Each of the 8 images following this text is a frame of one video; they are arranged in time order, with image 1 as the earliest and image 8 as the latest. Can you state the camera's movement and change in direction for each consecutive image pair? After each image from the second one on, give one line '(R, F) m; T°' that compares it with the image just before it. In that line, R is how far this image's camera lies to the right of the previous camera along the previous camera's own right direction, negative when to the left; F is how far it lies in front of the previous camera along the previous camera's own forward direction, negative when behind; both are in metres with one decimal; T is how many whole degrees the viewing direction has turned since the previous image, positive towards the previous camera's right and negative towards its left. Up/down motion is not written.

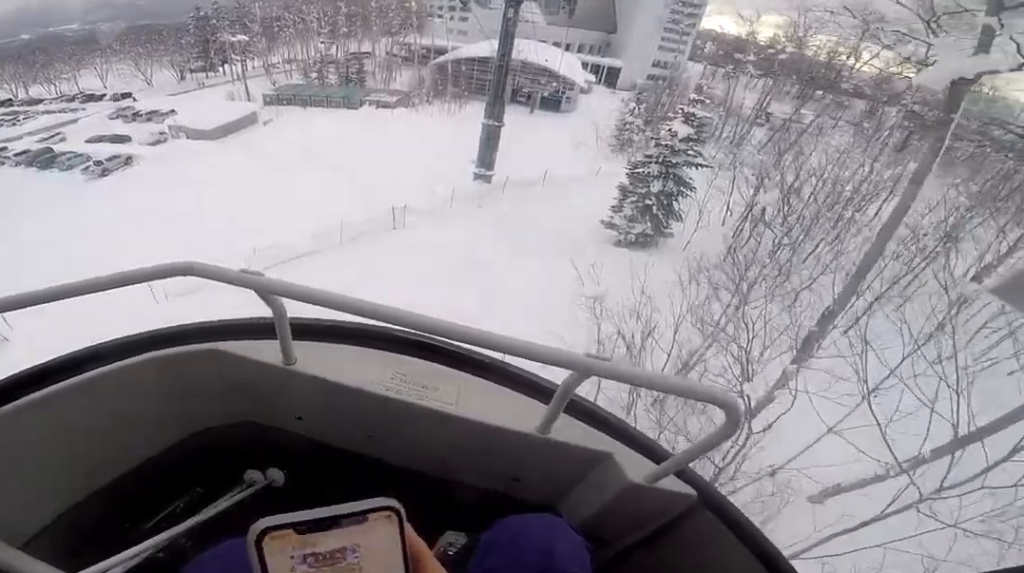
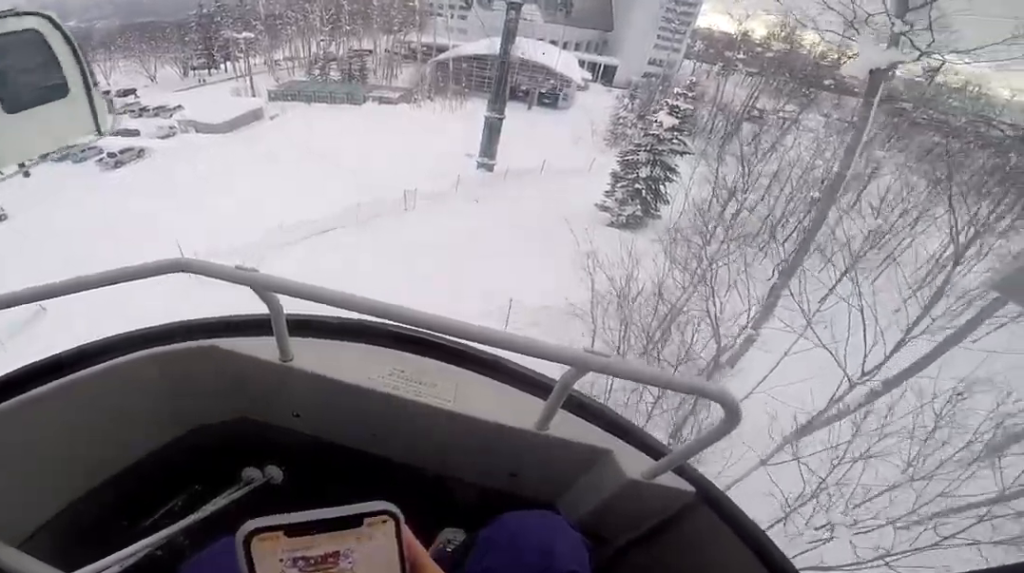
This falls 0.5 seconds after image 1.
(0.0, +2.0) m; 0°
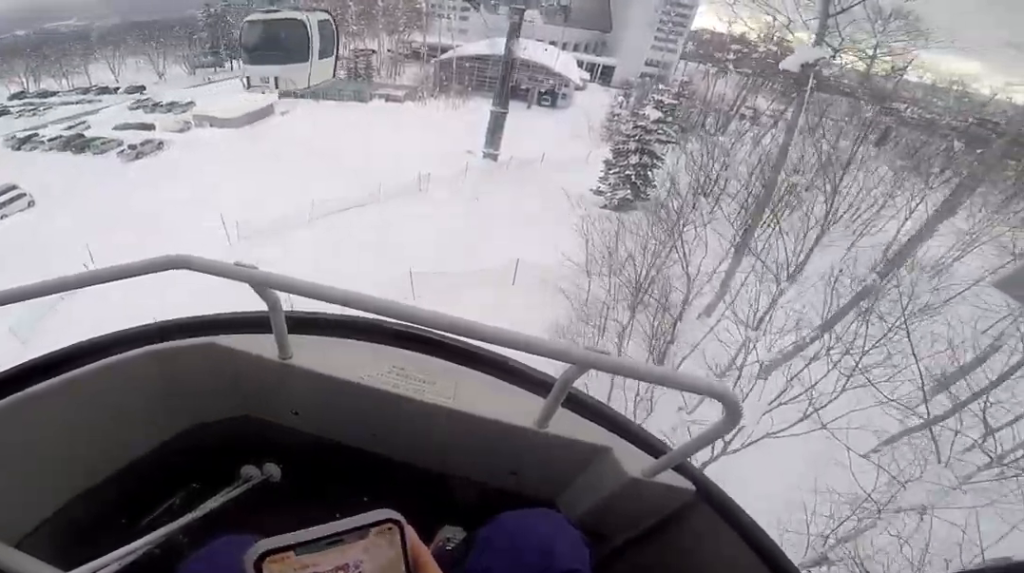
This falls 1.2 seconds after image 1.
(0.0, +2.8) m; 0°
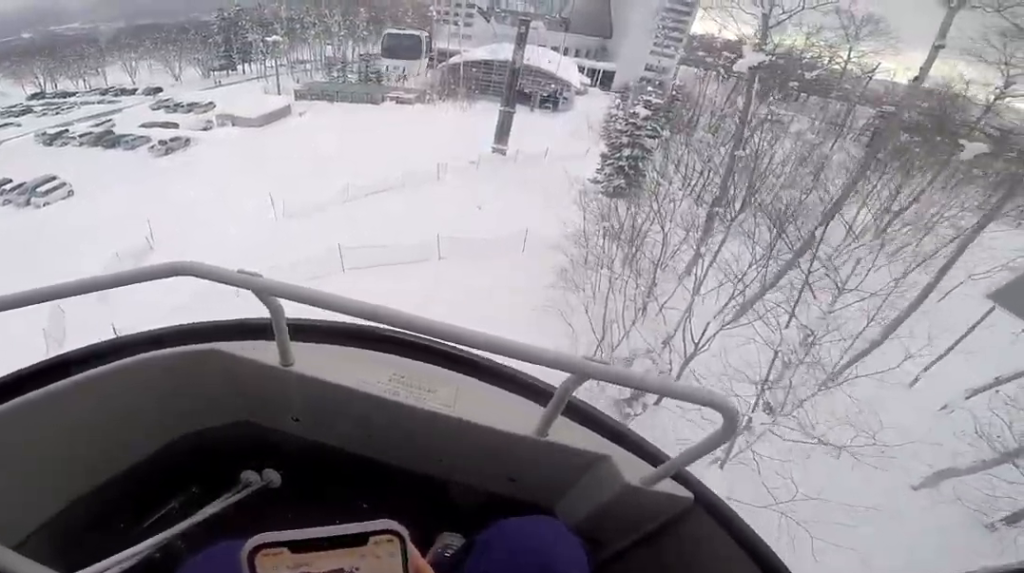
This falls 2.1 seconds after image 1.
(0.0, +3.6) m; 0°
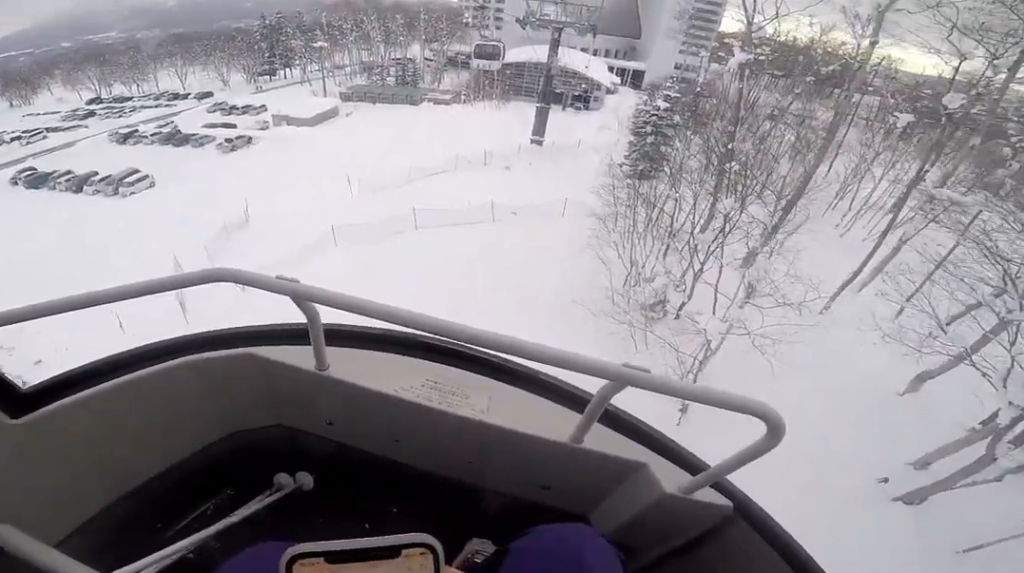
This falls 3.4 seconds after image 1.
(0.0, +4.8) m; 0°
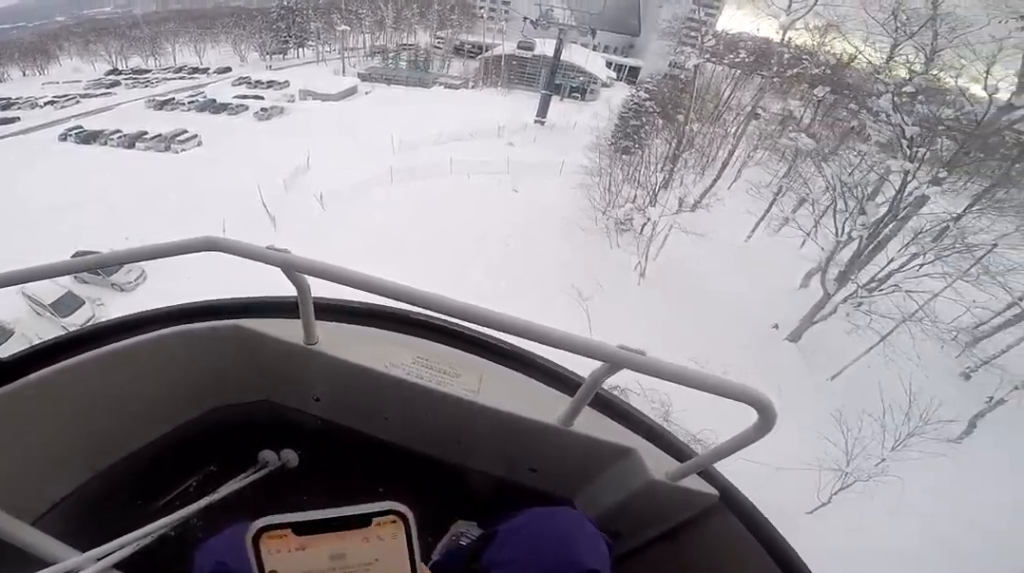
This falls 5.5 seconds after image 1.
(0.0, +8.5) m; +1°
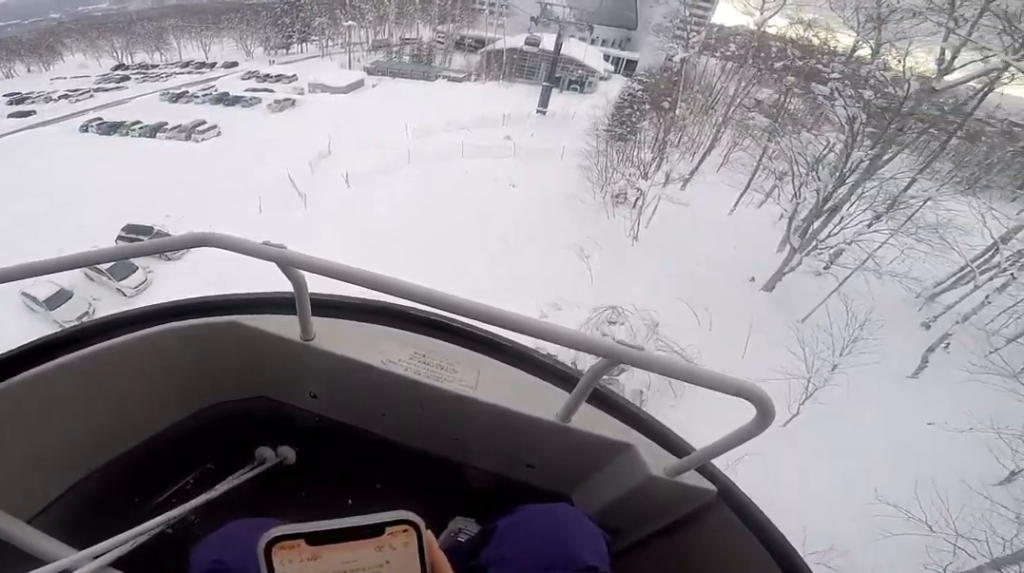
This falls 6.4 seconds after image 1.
(+0.1, +3.6) m; +6°
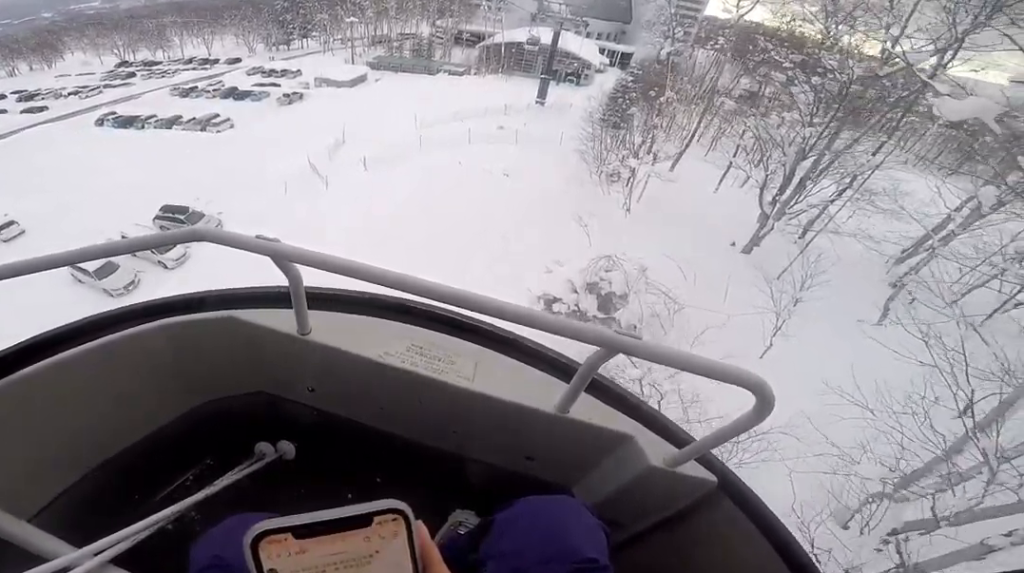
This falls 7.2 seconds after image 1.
(+0.2, +3.5) m; +3°
